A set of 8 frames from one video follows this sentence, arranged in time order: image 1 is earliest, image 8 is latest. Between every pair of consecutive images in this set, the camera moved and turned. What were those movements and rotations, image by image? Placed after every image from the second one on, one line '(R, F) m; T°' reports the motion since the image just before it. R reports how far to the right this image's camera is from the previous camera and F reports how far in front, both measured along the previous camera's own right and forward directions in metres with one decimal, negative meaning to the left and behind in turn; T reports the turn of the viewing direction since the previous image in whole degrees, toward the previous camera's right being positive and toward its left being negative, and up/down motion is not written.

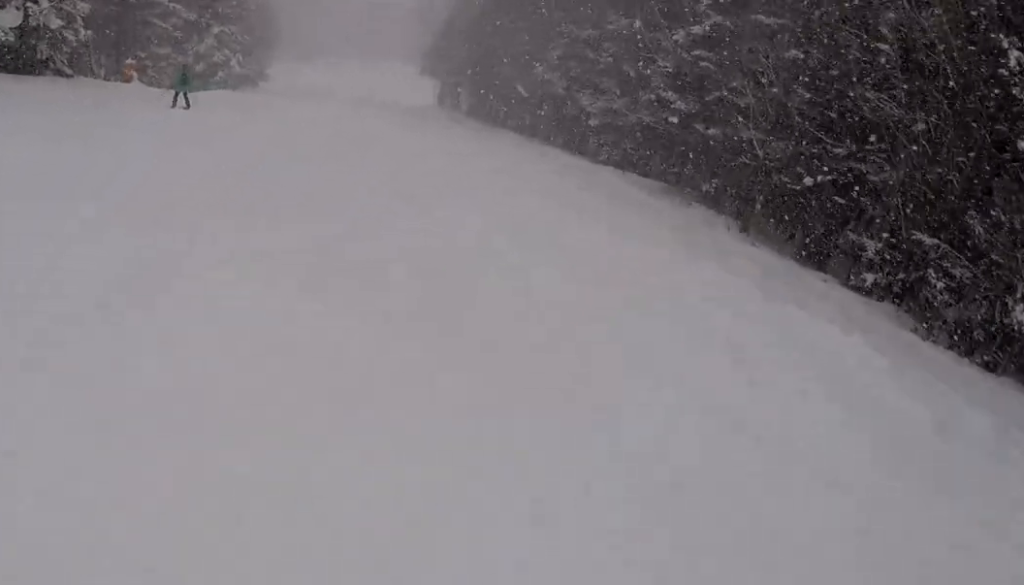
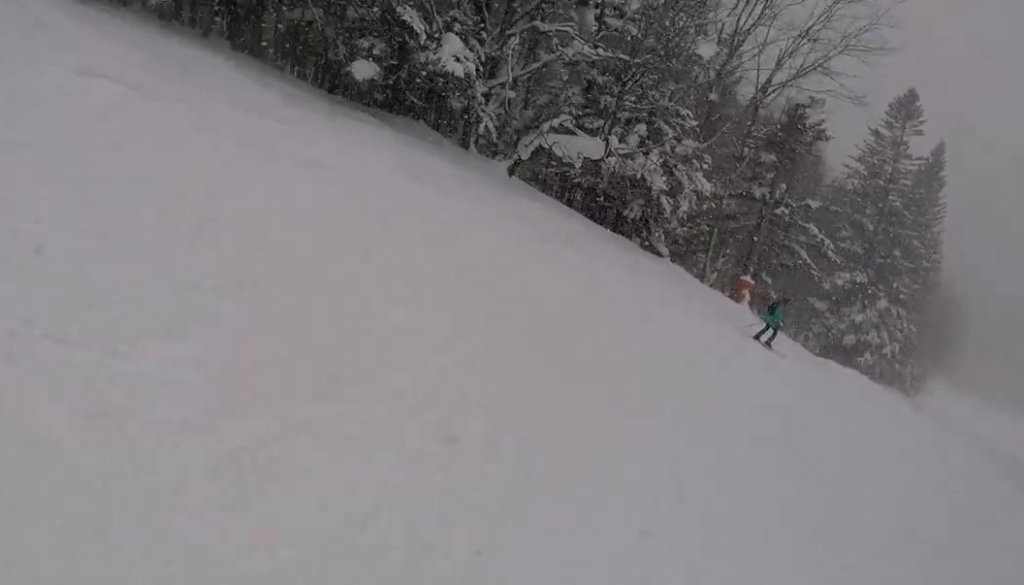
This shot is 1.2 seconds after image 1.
(-2.1, +5.2) m; -34°
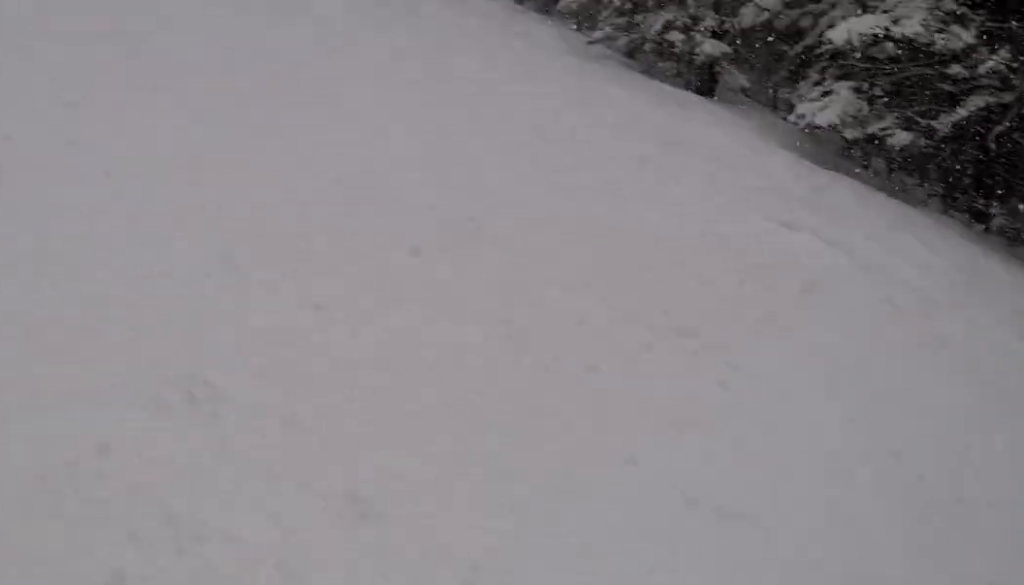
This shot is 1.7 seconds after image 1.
(0.0, +2.3) m; -14°
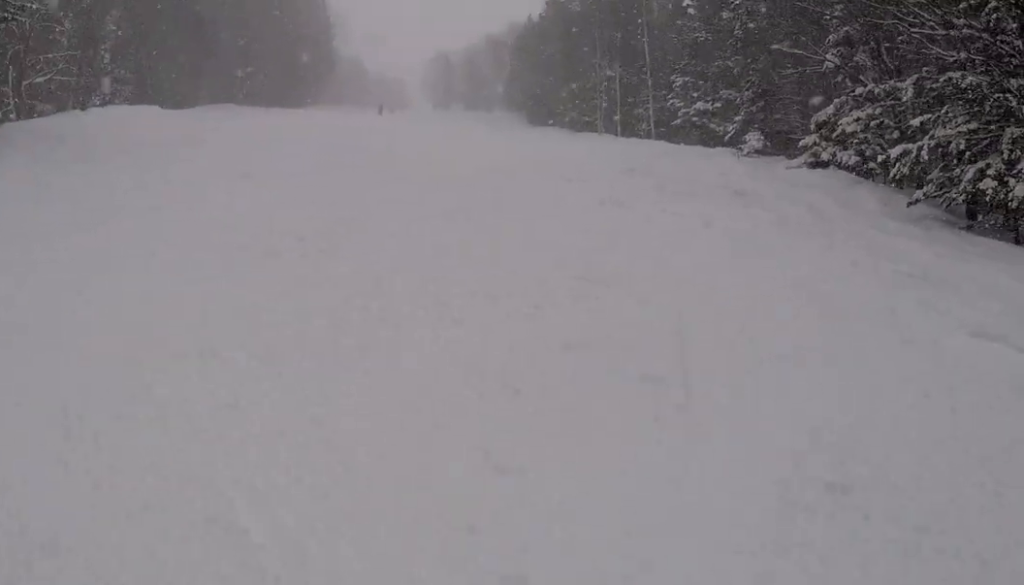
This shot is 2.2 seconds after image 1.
(-0.5, +2.0) m; -6°
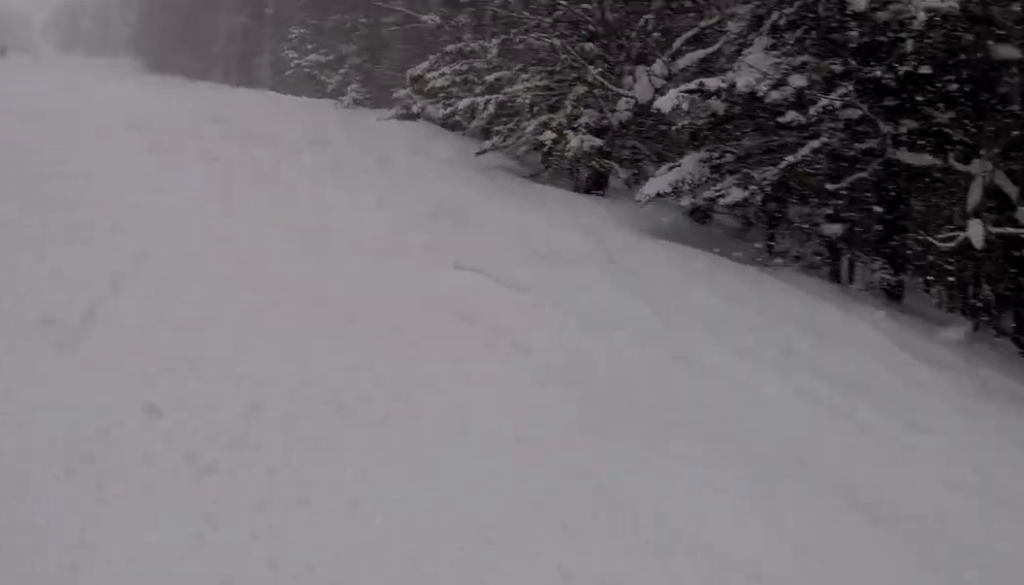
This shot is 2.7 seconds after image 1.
(-0.5, +1.6) m; -3°
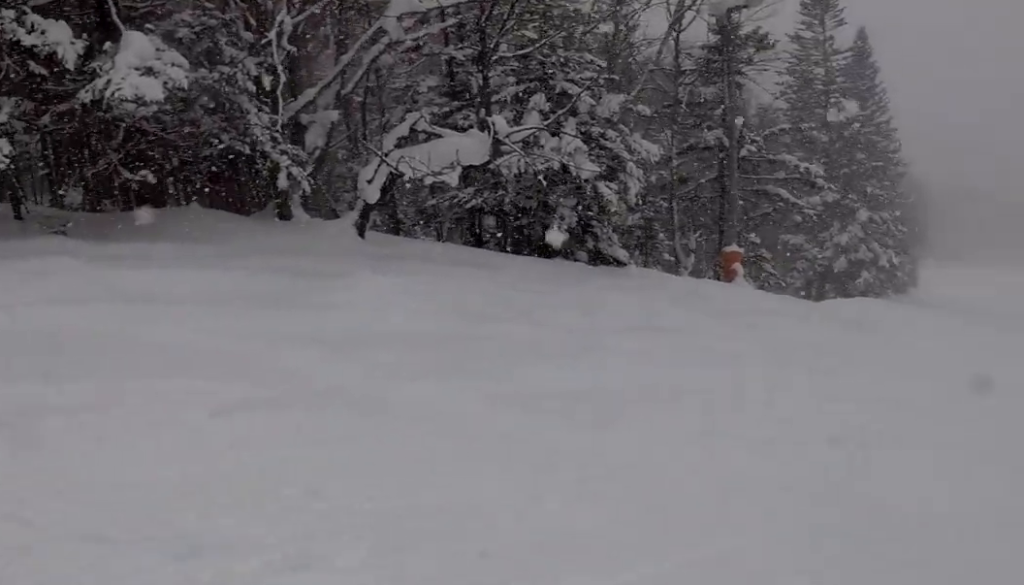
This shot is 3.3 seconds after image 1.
(+0.2, +2.2) m; +8°
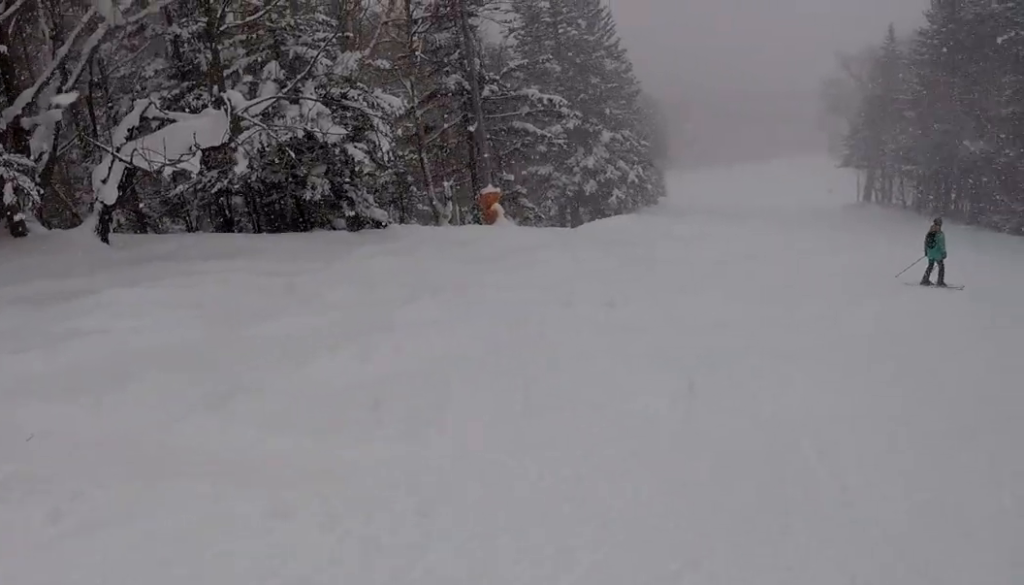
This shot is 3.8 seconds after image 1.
(+0.2, +1.8) m; +11°
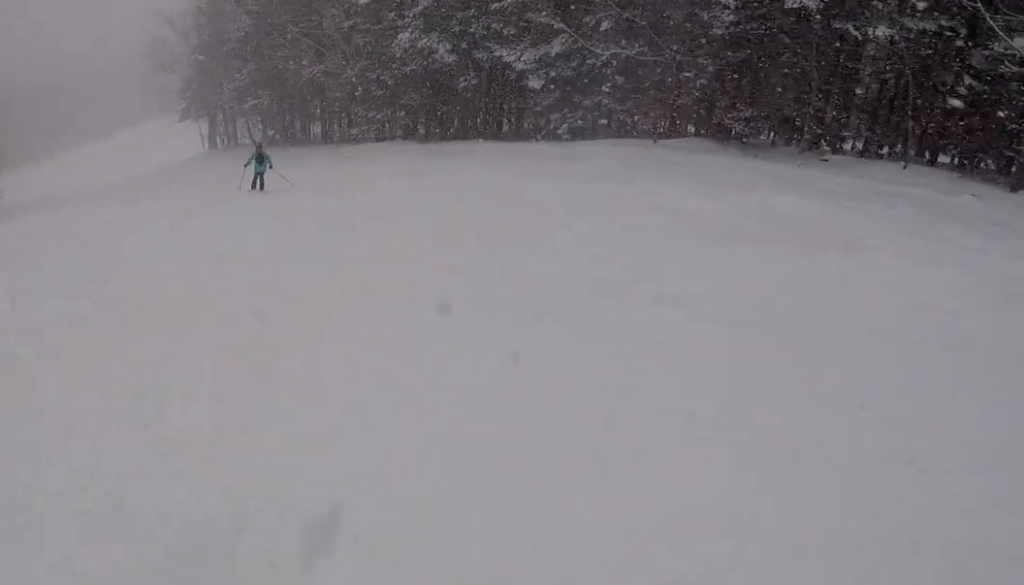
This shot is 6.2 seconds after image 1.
(+5.1, +7.1) m; +45°
